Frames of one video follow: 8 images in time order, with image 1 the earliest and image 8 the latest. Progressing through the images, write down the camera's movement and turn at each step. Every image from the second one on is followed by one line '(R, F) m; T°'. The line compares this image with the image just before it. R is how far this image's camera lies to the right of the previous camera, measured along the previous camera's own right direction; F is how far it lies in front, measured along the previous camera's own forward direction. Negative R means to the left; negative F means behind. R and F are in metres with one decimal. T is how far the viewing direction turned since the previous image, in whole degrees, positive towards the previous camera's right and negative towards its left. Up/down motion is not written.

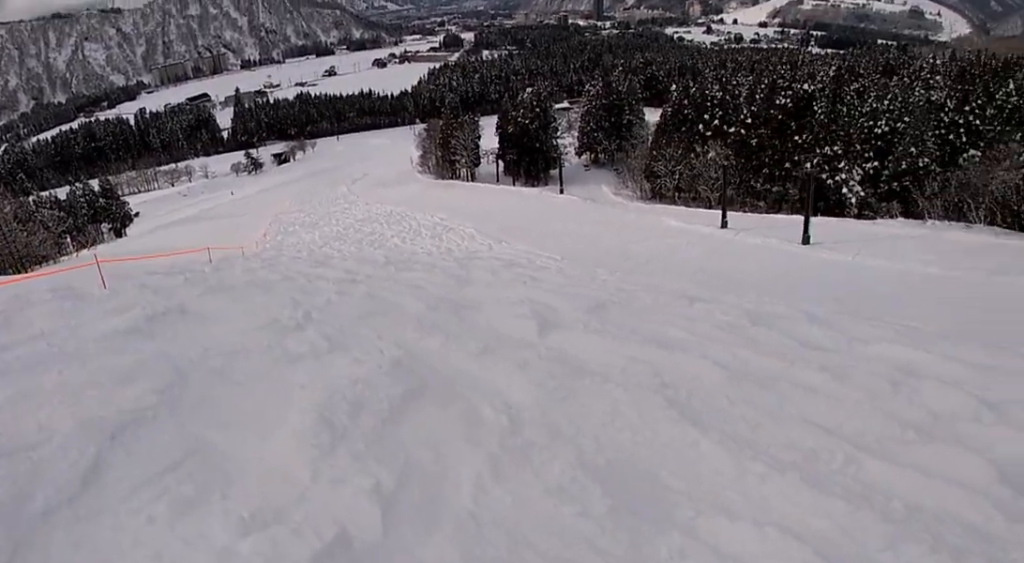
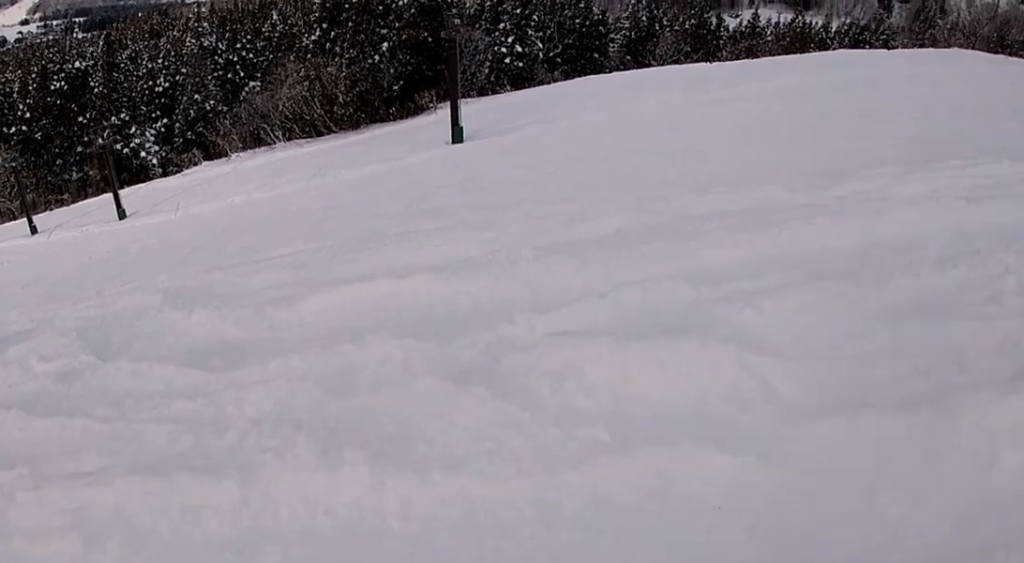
(+6.5, +4.7) m; +53°
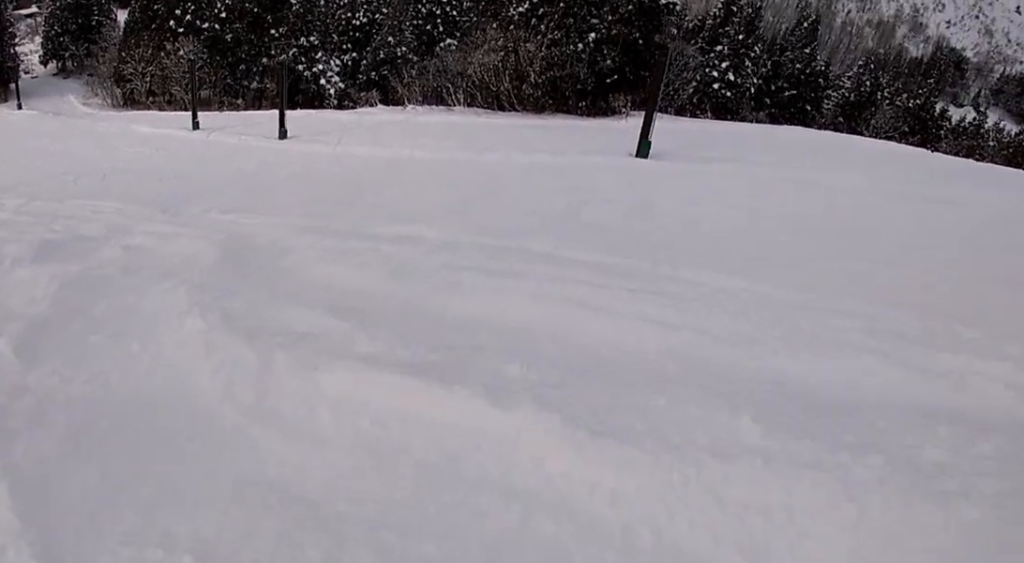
(-0.4, +4.0) m; -14°
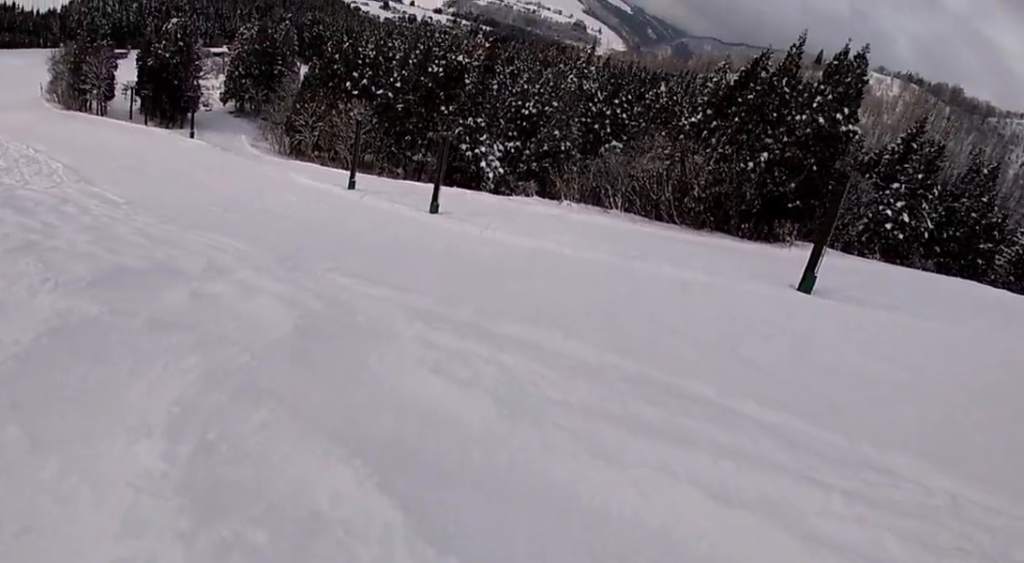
(+0.1, +2.5) m; -10°
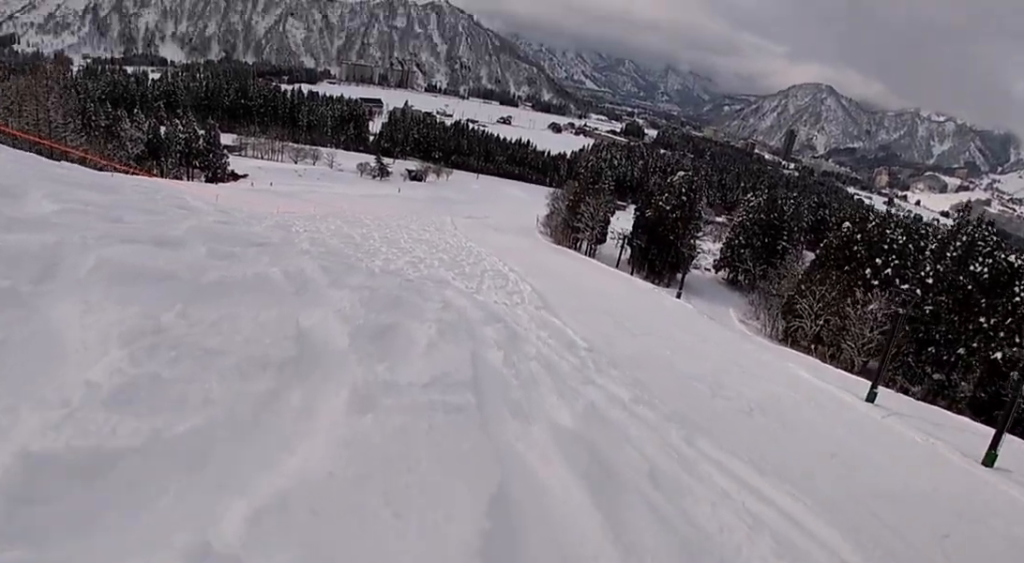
(-6.1, +12.1) m; -51°
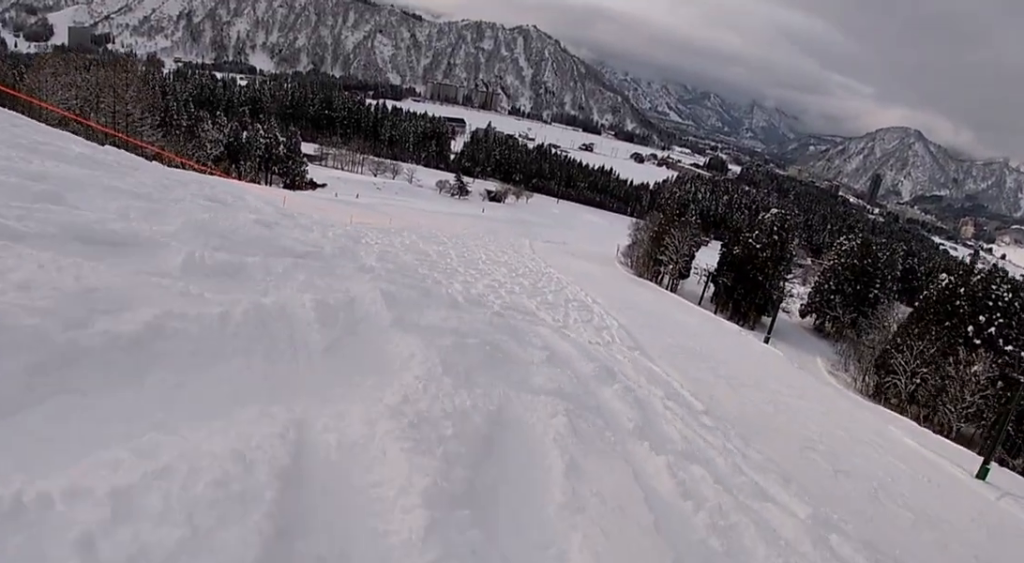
(-0.6, +4.3) m; -12°
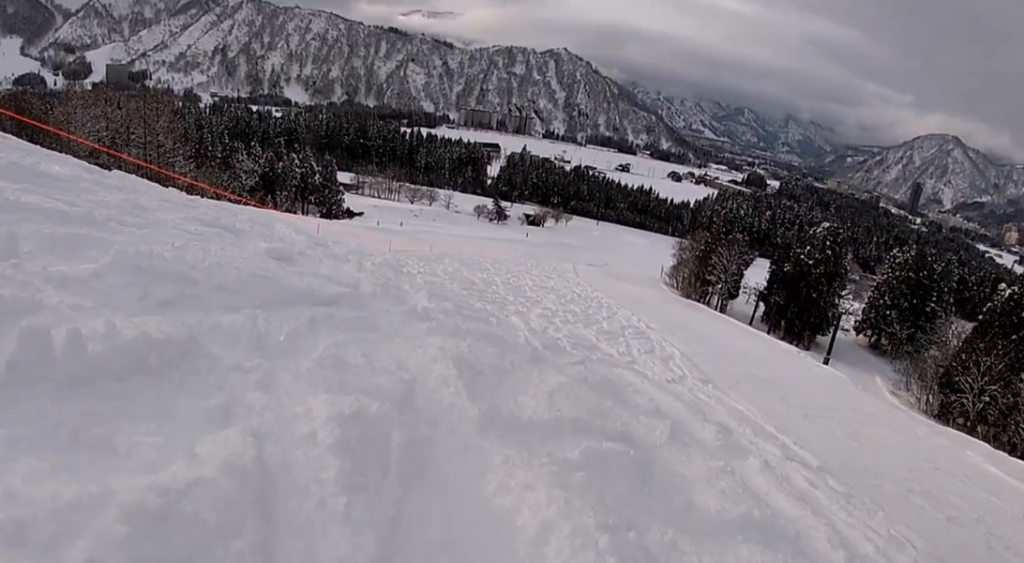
(-0.2, +3.3) m; -6°
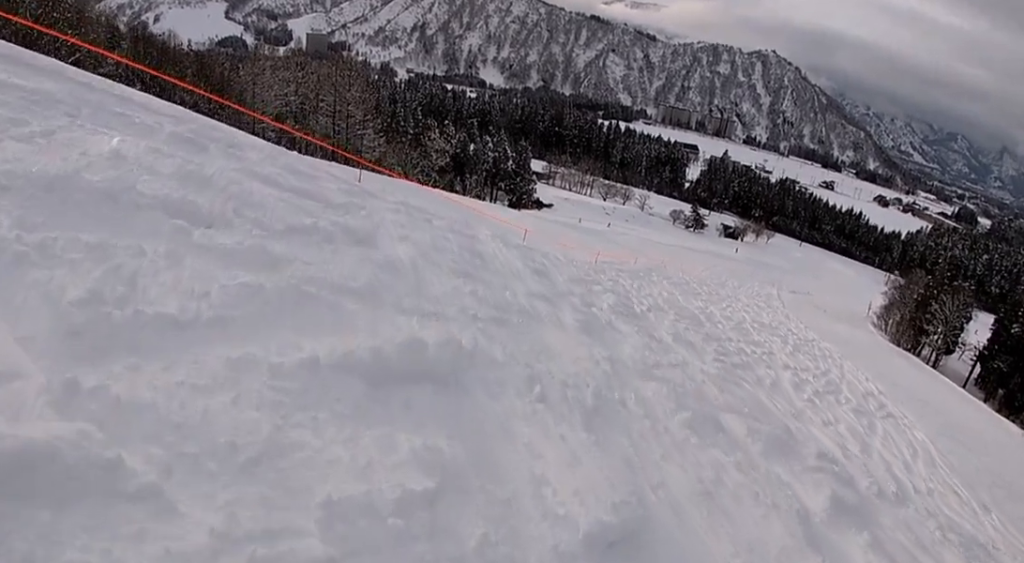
(-0.8, +7.3) m; -6°
